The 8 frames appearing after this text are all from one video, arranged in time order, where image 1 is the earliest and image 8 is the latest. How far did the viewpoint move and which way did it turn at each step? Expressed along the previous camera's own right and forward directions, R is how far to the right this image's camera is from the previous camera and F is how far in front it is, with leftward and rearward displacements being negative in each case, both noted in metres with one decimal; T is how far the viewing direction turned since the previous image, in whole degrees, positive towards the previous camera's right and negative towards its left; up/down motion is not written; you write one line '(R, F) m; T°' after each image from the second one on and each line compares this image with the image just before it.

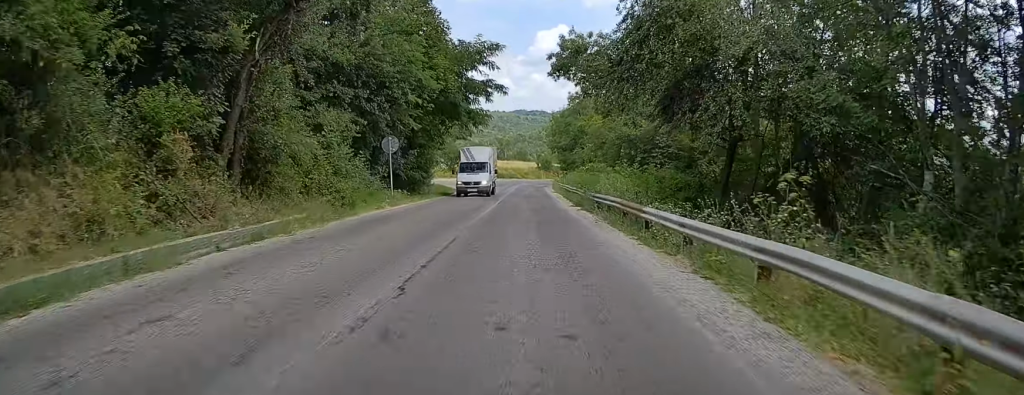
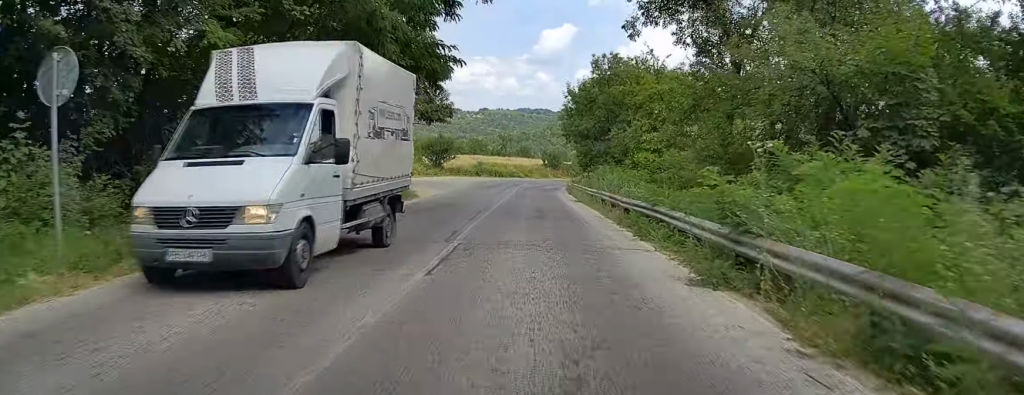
(-0.2, +22.4) m; 0°
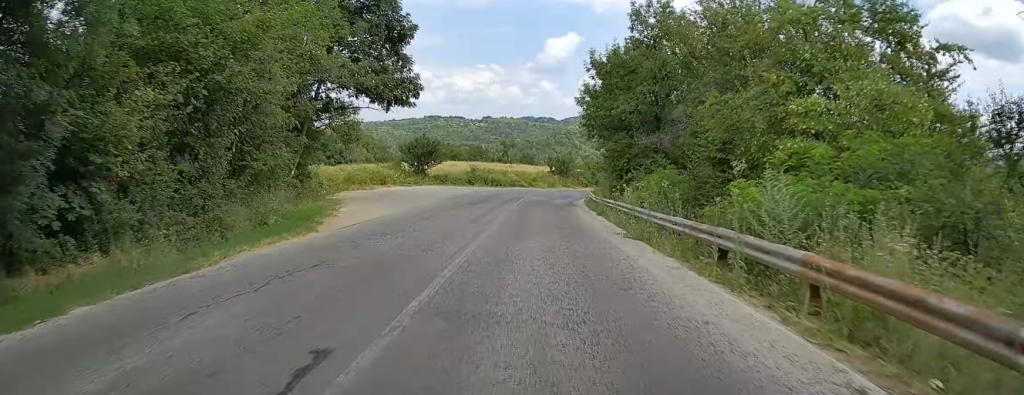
(+0.2, +17.4) m; 0°
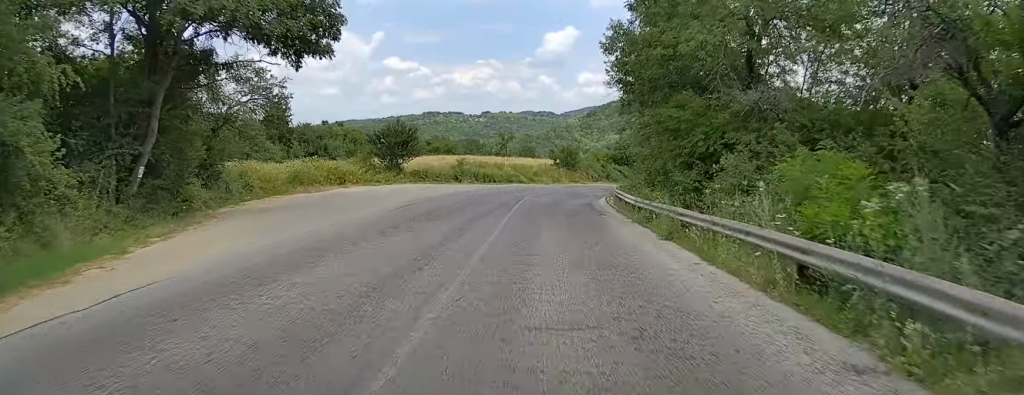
(-0.2, +14.3) m; -1°
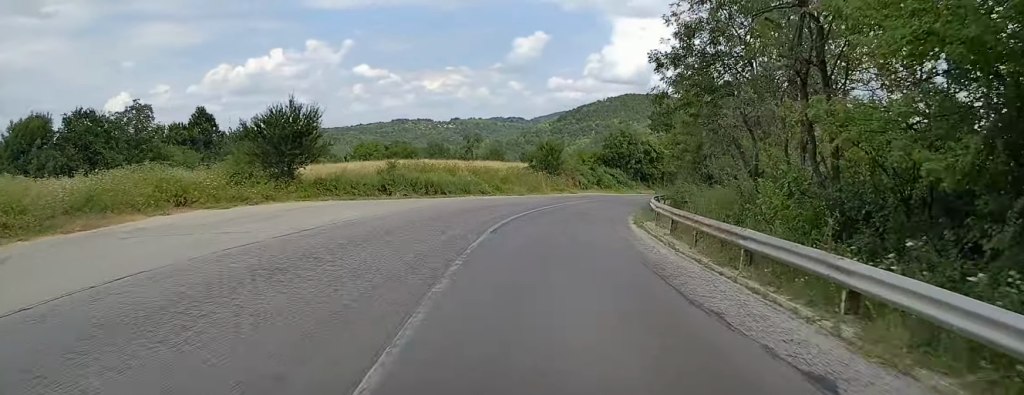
(+0.1, +21.1) m; +4°
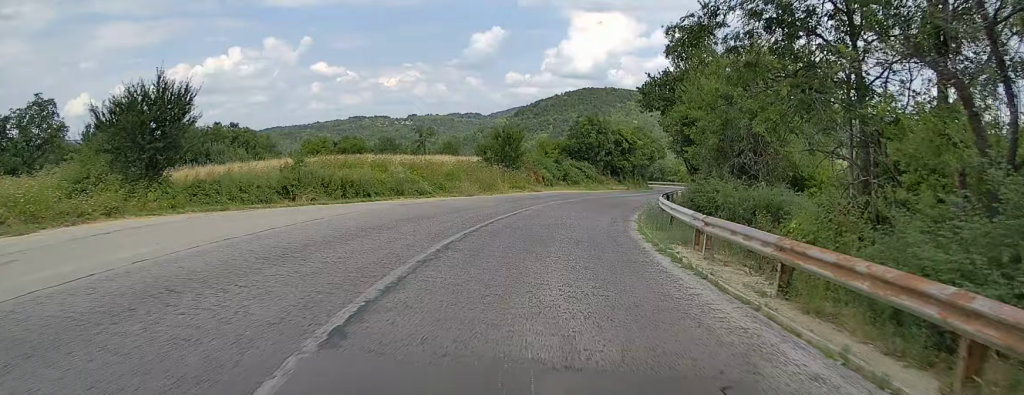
(+0.5, +10.4) m; +4°
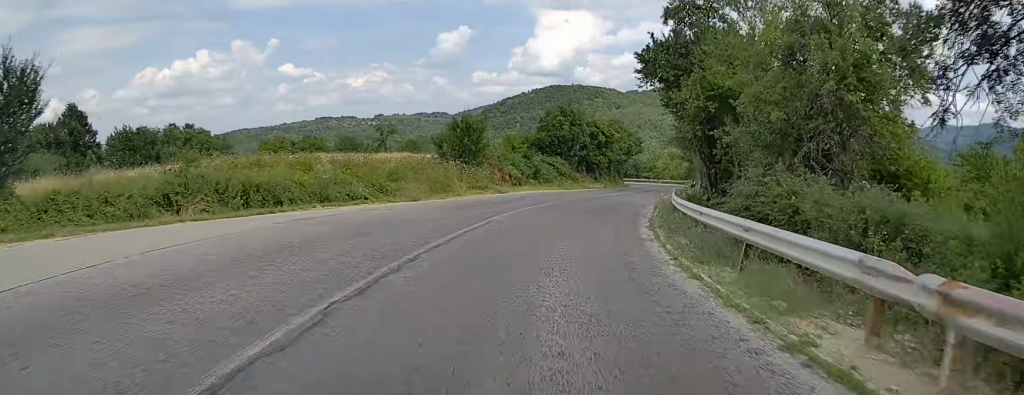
(+0.1, +8.0) m; +3°
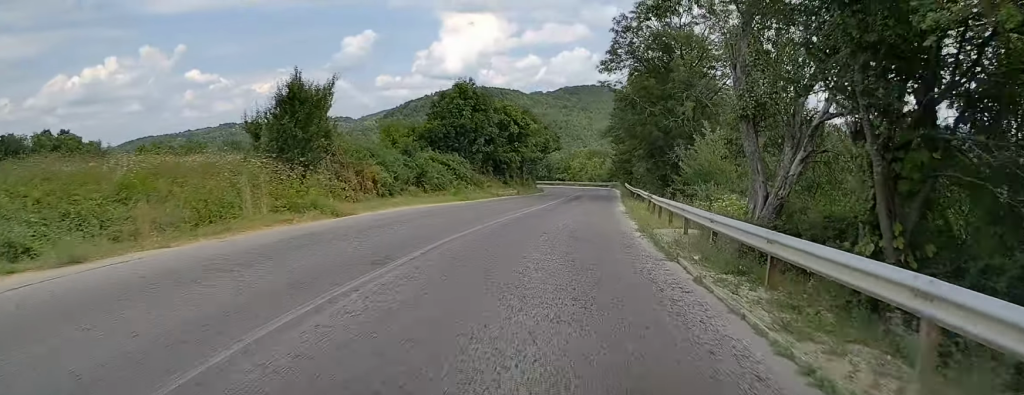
(+0.6, +16.4) m; +7°
